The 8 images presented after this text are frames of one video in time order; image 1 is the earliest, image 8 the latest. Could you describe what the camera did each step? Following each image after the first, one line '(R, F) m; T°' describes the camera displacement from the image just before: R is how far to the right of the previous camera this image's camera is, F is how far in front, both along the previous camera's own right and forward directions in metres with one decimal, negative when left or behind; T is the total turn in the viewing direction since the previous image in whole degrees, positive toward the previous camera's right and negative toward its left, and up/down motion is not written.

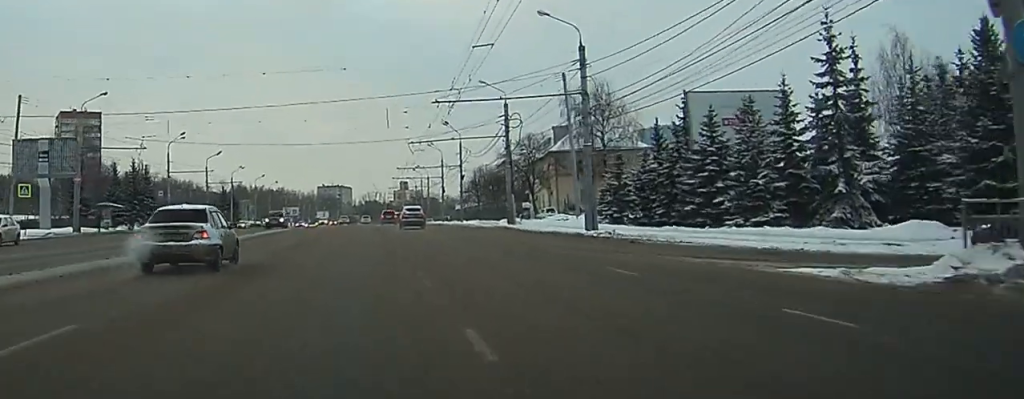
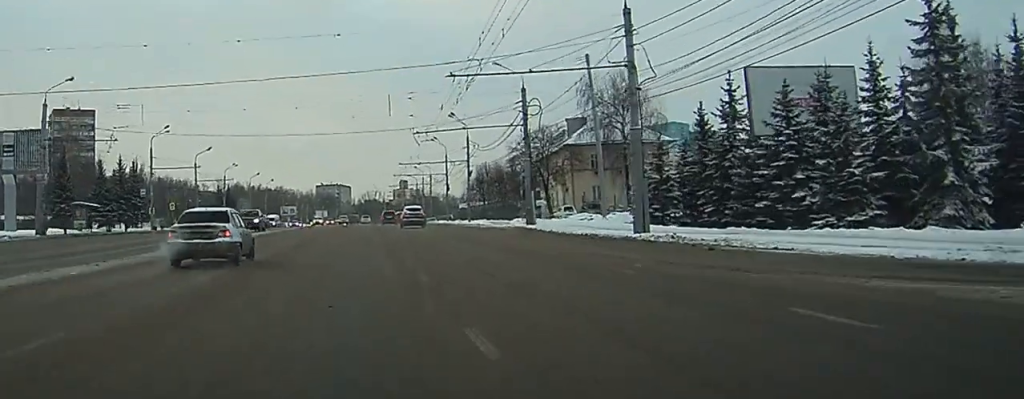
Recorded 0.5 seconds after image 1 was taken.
(0.0, +7.7) m; 0°
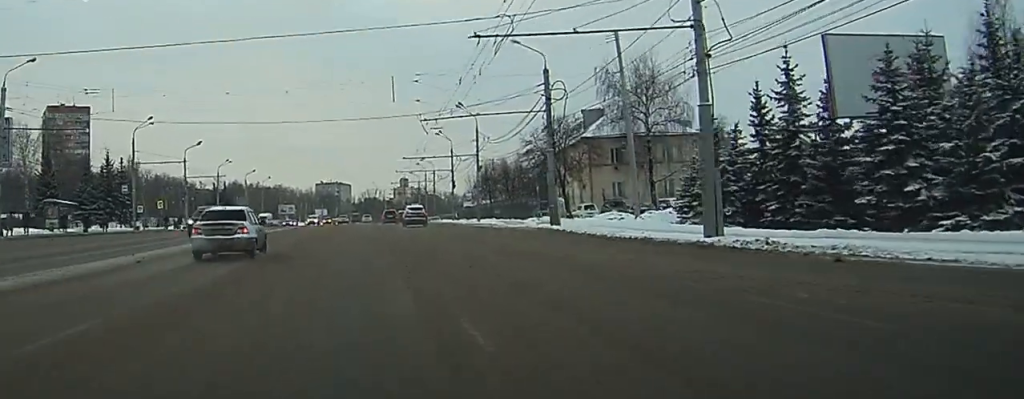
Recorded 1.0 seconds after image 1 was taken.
(0.0, +7.3) m; 0°
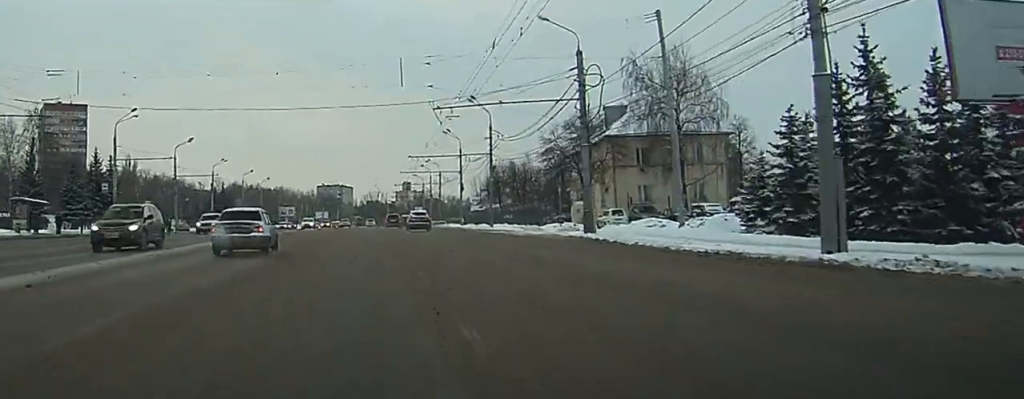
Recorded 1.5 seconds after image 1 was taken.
(0.0, +7.3) m; 0°
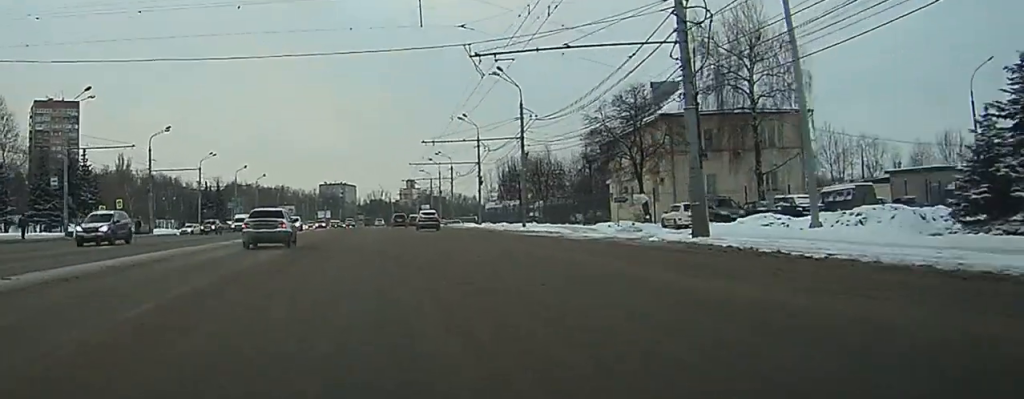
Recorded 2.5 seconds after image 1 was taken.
(0.0, +13.8) m; 0°
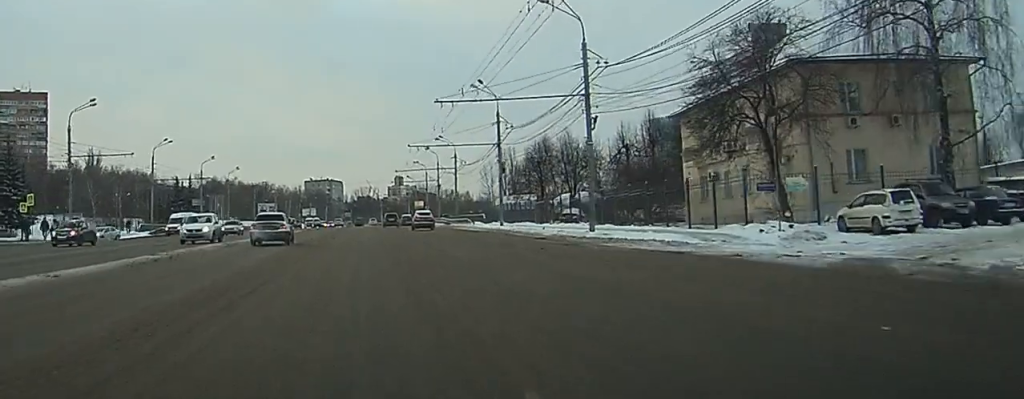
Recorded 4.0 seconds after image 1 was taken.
(+0.1, +22.5) m; +1°
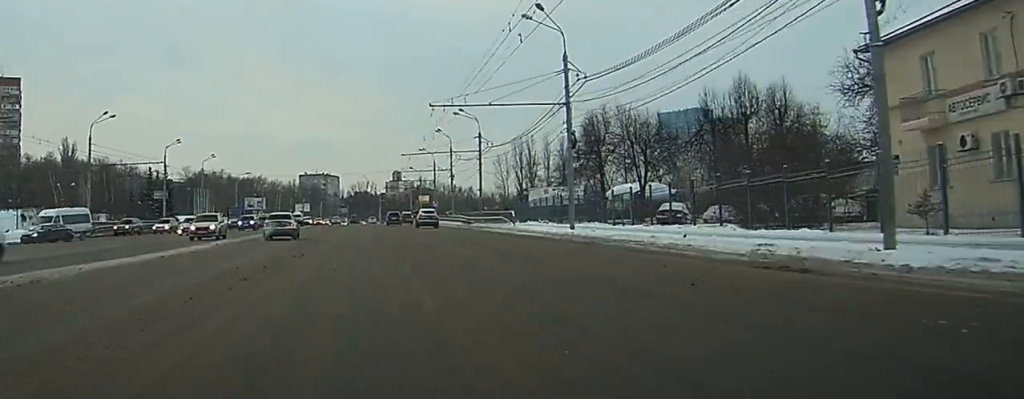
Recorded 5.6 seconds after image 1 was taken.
(+0.1, +24.8) m; 0°
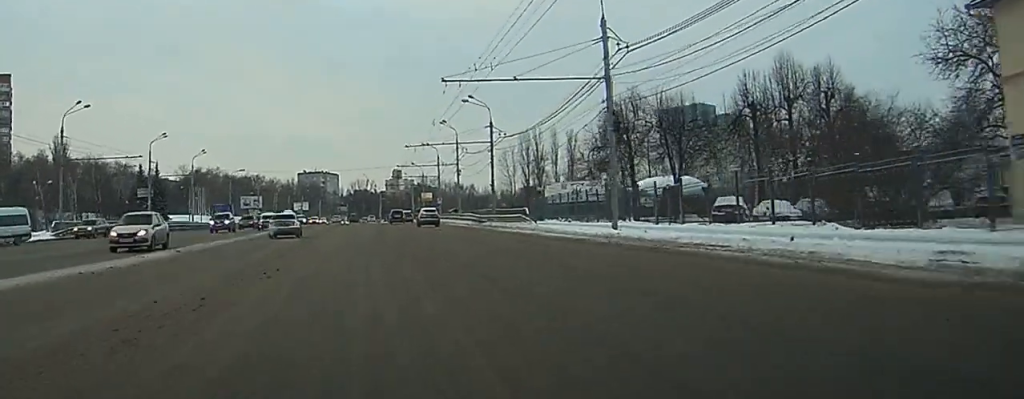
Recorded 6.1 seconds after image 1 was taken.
(0.0, +8.1) m; 0°
